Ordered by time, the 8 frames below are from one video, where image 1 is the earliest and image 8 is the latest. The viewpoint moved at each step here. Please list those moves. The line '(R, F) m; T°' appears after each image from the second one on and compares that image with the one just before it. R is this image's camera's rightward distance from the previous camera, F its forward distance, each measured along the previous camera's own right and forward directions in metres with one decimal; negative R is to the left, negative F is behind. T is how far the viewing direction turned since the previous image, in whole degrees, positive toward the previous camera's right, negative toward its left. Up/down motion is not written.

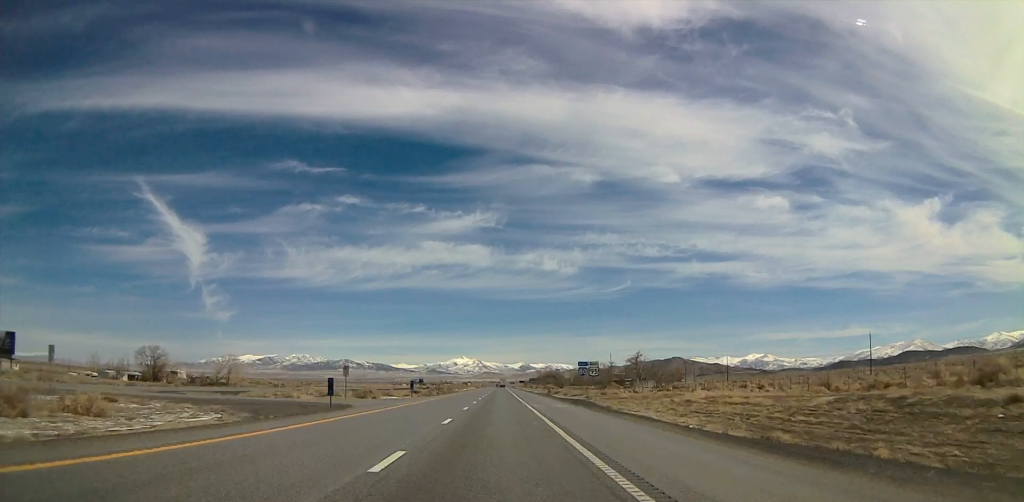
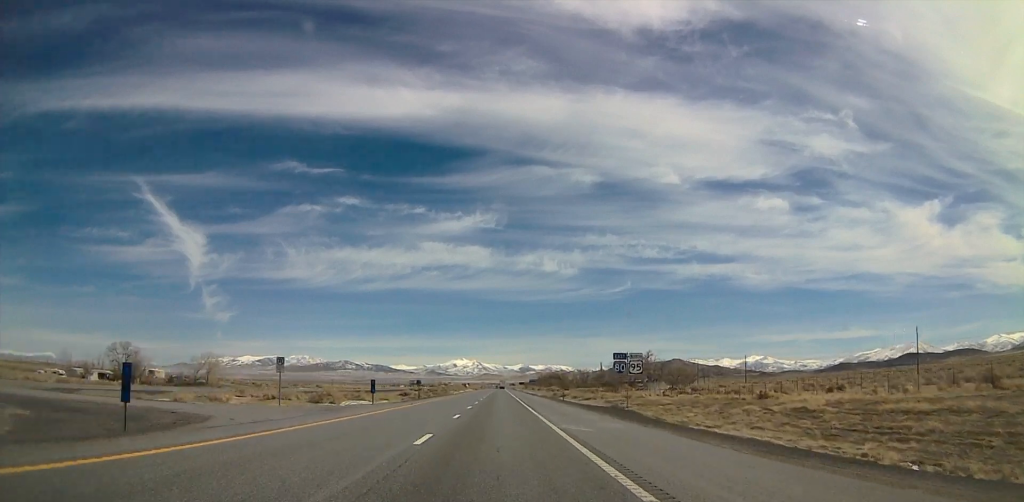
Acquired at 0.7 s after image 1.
(0.0, +19.8) m; 0°
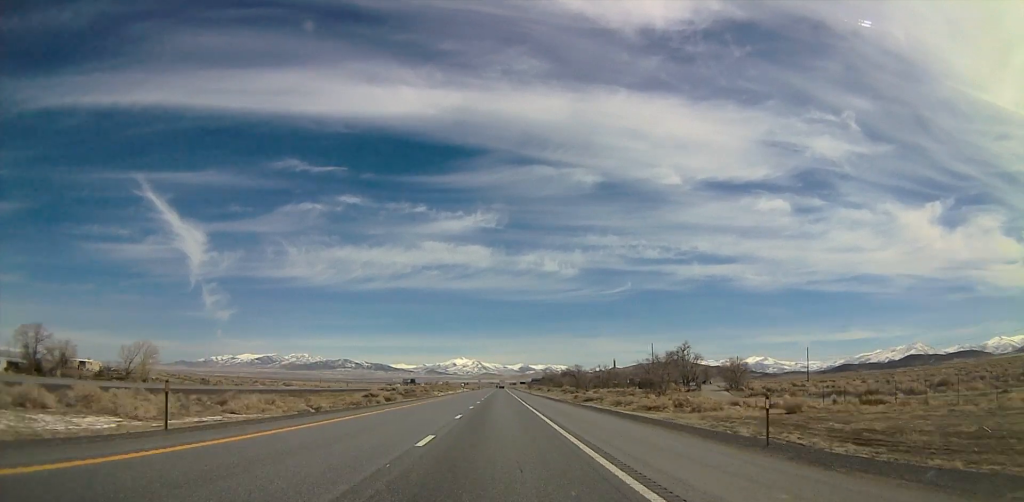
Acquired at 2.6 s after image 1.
(-0.2, +48.0) m; 0°
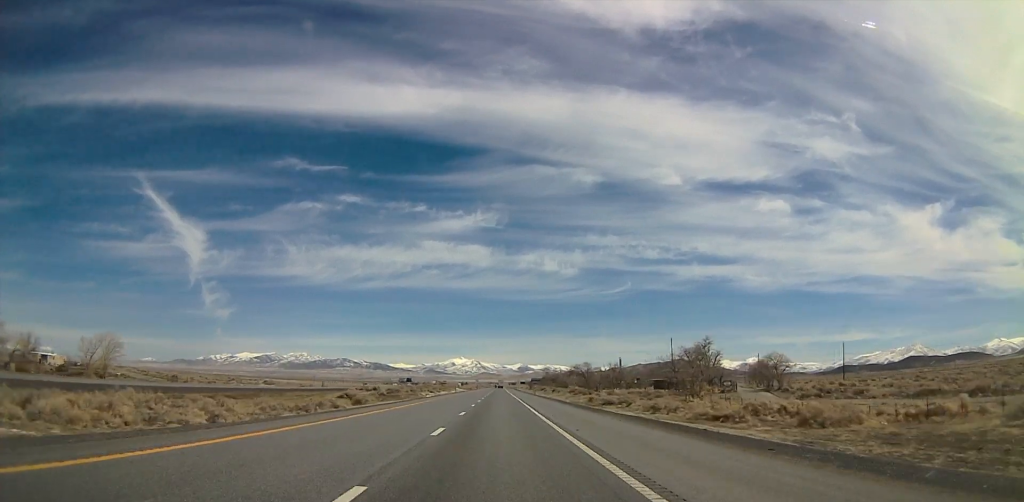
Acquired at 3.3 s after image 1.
(+0.2, +21.7) m; 0°
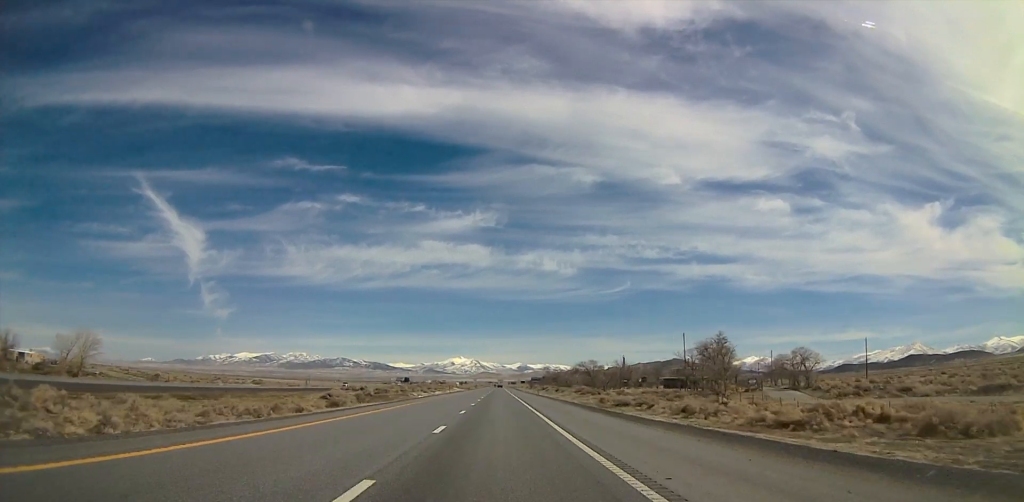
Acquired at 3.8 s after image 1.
(-0.1, +11.6) m; 0°
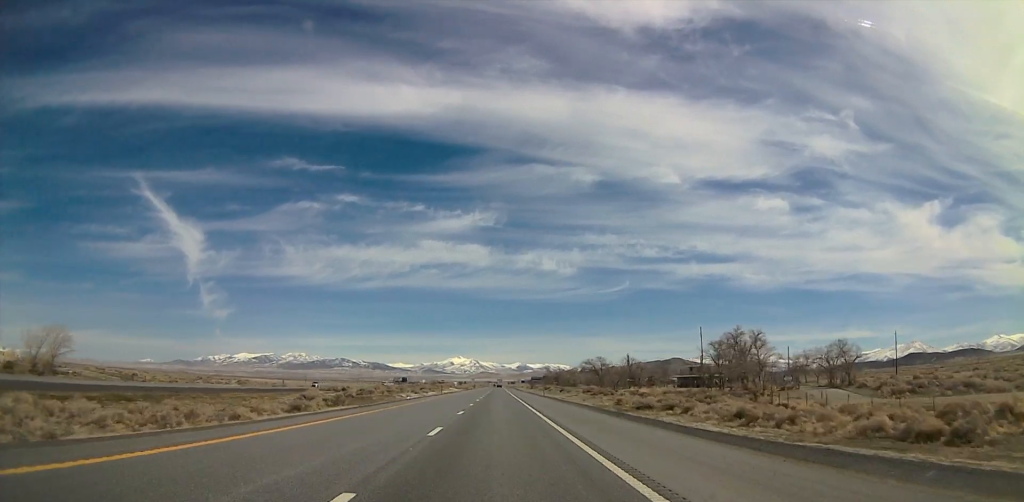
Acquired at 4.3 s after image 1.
(-0.1, +13.2) m; 0°
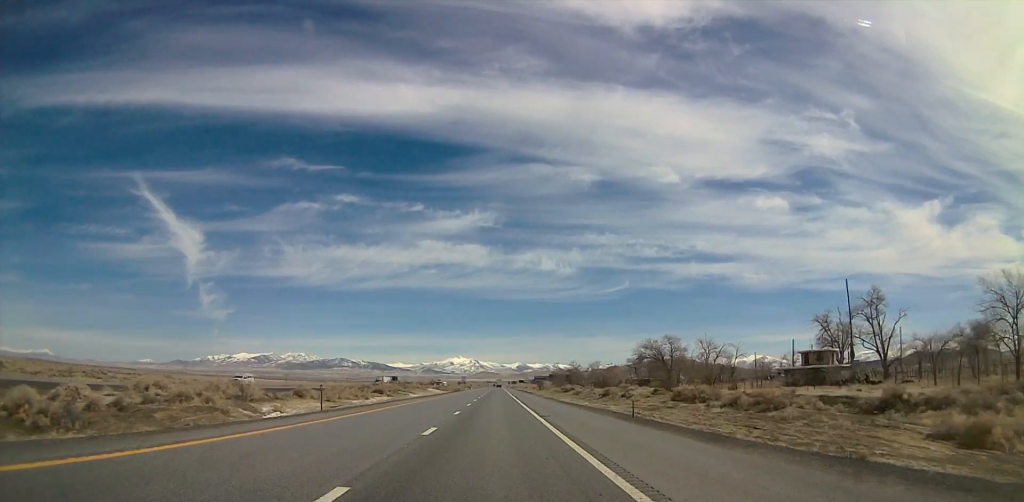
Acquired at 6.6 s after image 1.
(+0.4, +63.9) m; +1°
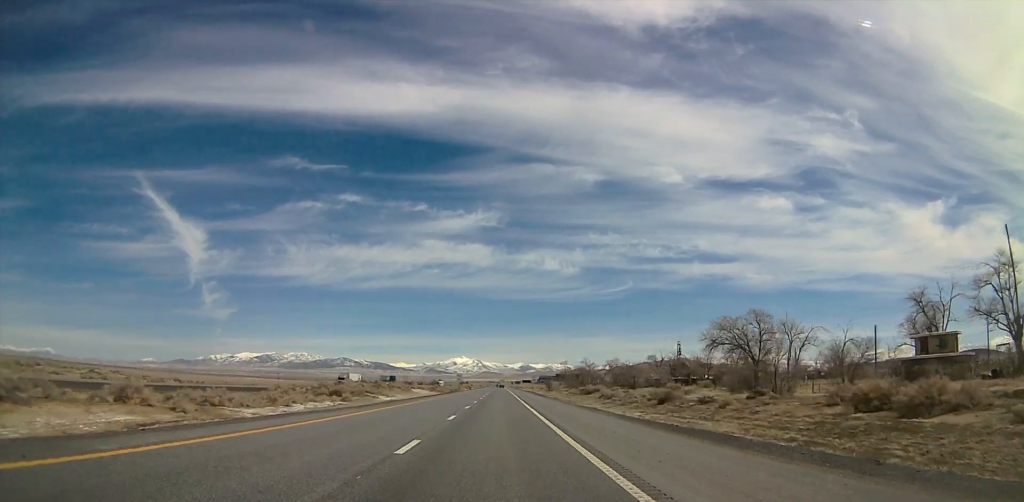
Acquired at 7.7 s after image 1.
(-0.1, +30.2) m; 0°
